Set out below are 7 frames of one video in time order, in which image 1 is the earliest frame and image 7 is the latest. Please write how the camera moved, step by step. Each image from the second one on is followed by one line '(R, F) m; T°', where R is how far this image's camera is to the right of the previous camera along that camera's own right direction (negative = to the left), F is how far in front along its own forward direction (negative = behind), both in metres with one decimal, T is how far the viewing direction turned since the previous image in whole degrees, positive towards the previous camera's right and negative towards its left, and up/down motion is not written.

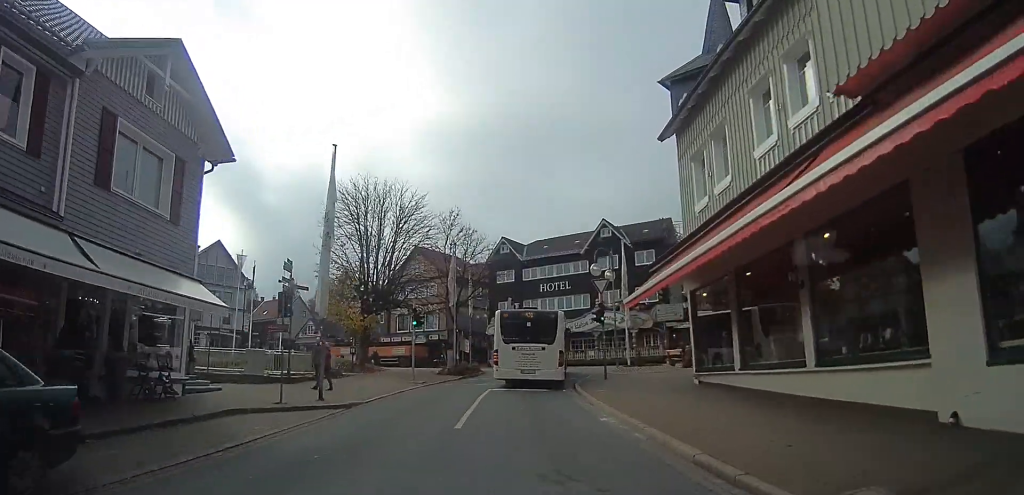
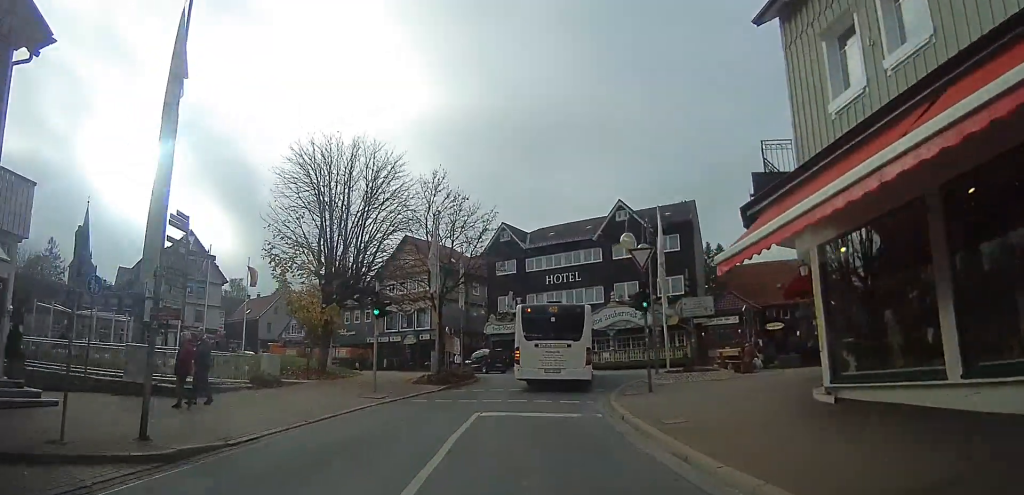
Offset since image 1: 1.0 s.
(-0.8, +7.4) m; -2°
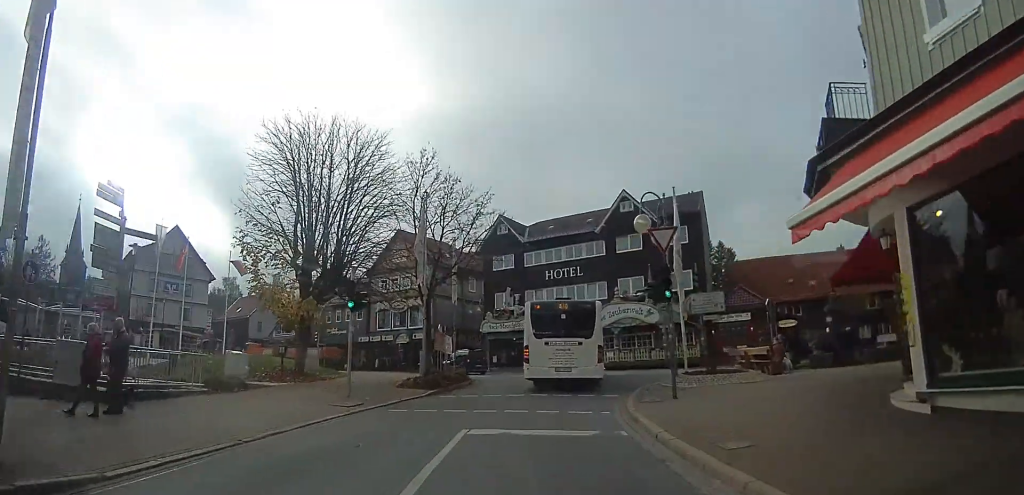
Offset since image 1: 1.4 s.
(+0.5, +2.7) m; -1°
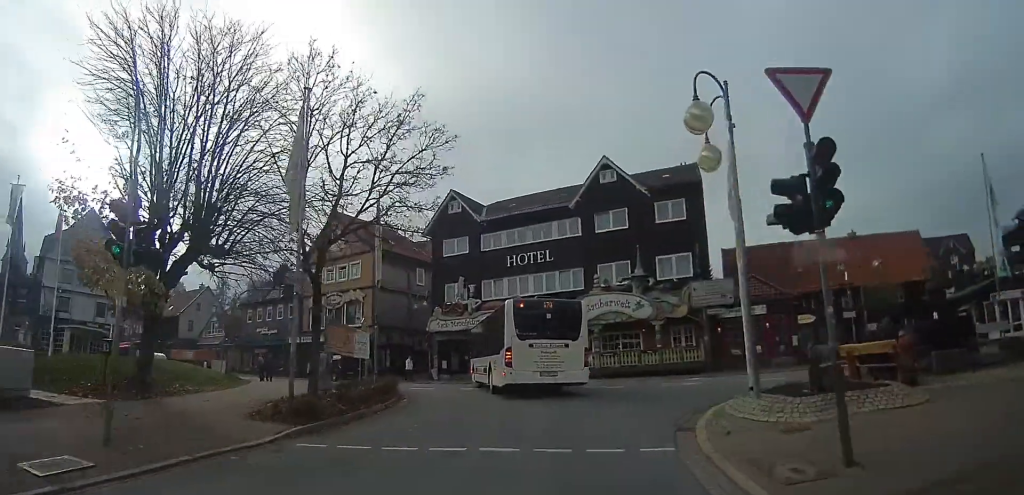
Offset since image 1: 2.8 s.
(-1.0, +8.7) m; 0°
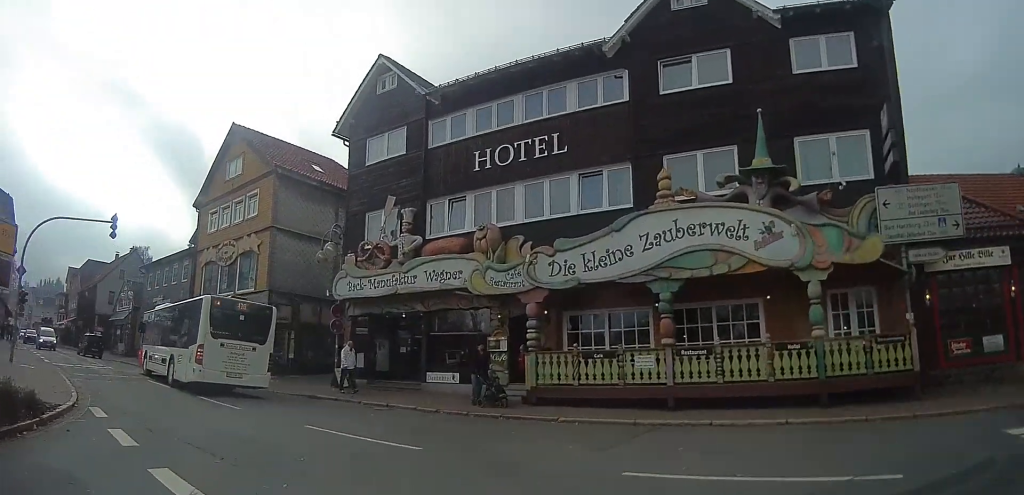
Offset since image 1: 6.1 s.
(+3.4, +18.1) m; -9°
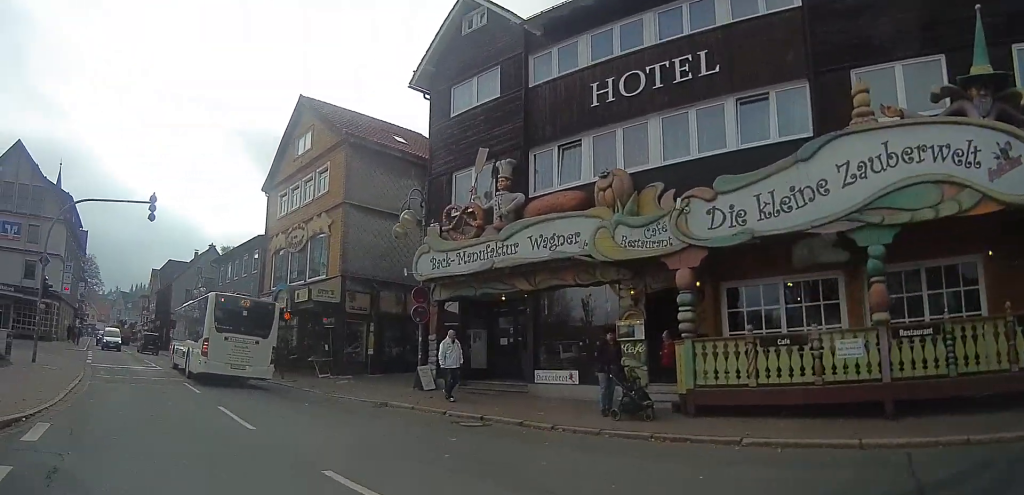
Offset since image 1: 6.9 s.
(-1.0, +4.4) m; -10°
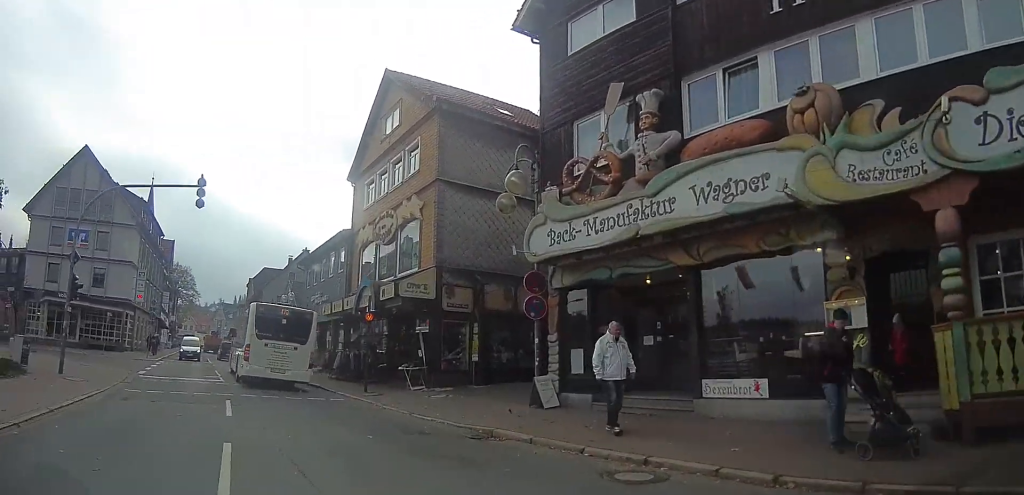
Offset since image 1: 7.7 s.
(+0.3, +4.3) m; 0°
